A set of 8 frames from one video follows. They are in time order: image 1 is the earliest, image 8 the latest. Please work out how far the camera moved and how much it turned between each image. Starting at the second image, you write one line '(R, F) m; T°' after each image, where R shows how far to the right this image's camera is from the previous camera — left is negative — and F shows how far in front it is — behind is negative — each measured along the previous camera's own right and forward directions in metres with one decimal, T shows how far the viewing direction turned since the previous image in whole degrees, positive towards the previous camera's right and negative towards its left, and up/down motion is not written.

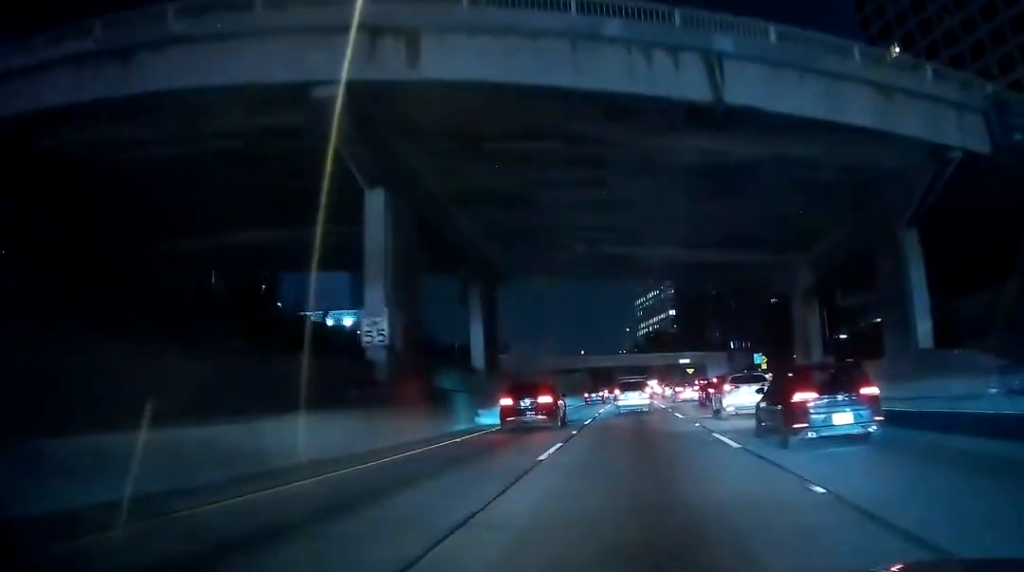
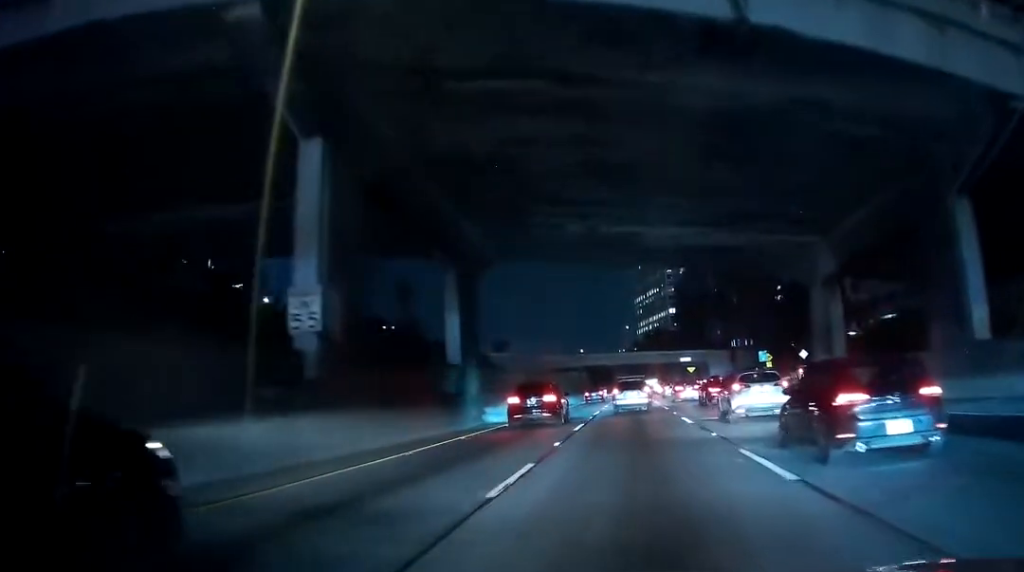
(-0.1, +4.9) m; -2°
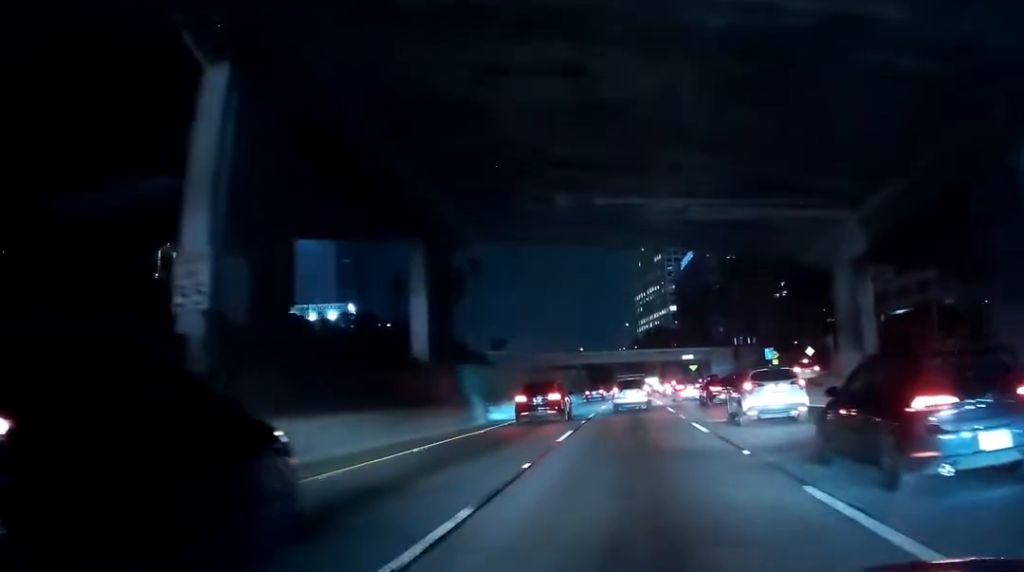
(0.0, +4.8) m; -1°
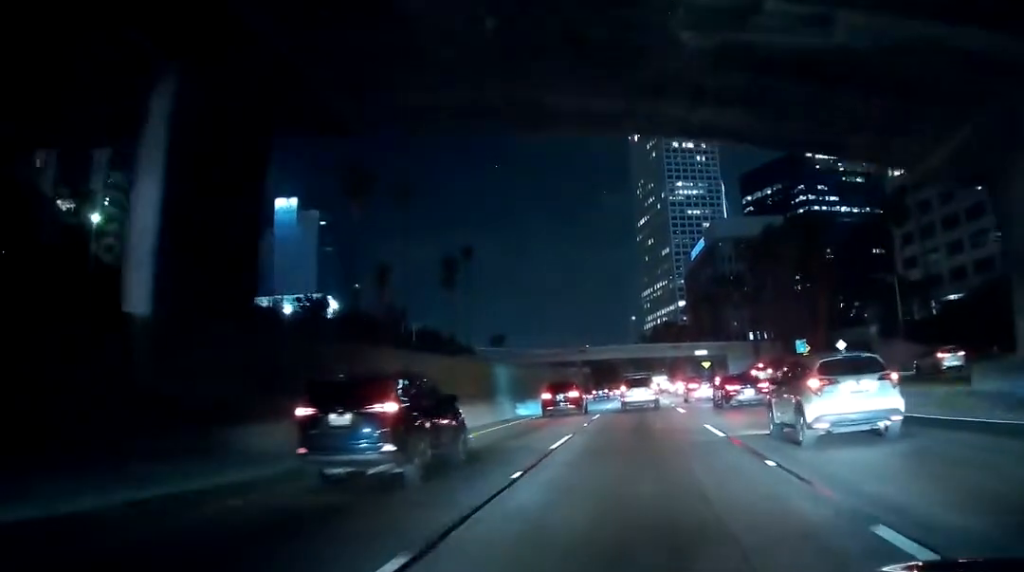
(-0.3, +16.8) m; +2°
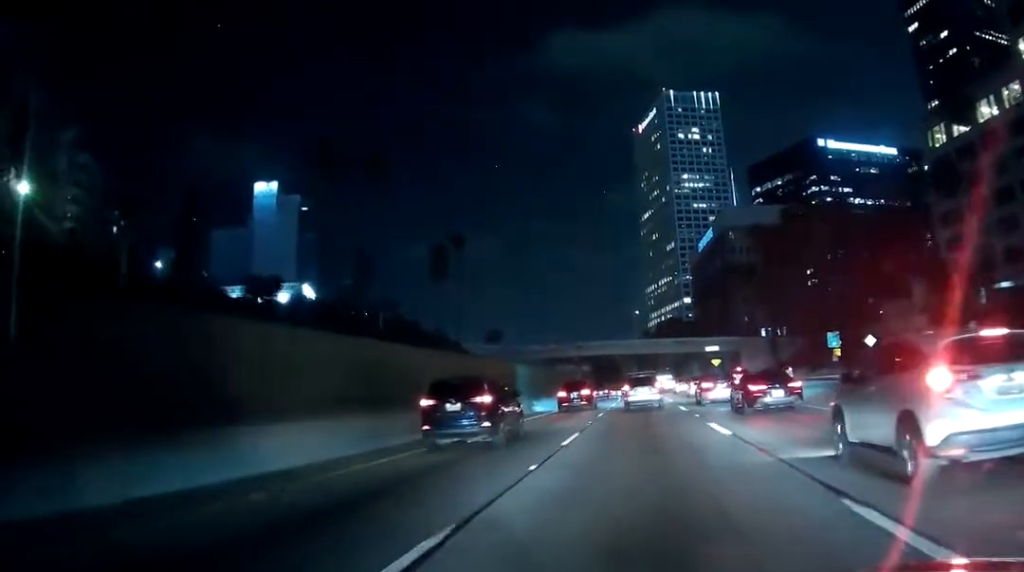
(+0.8, +13.3) m; +2°
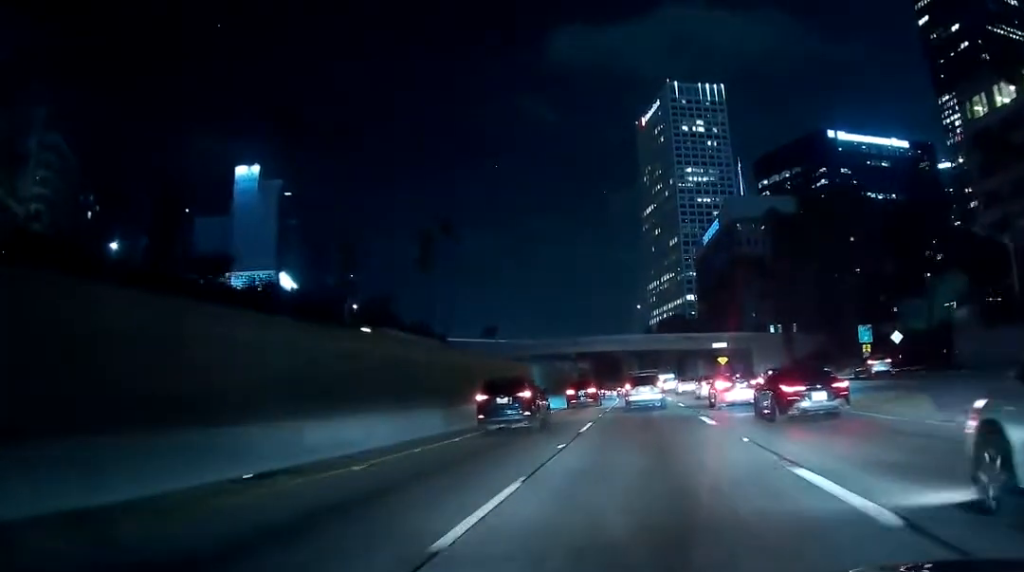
(-0.2, +11.4) m; -6°
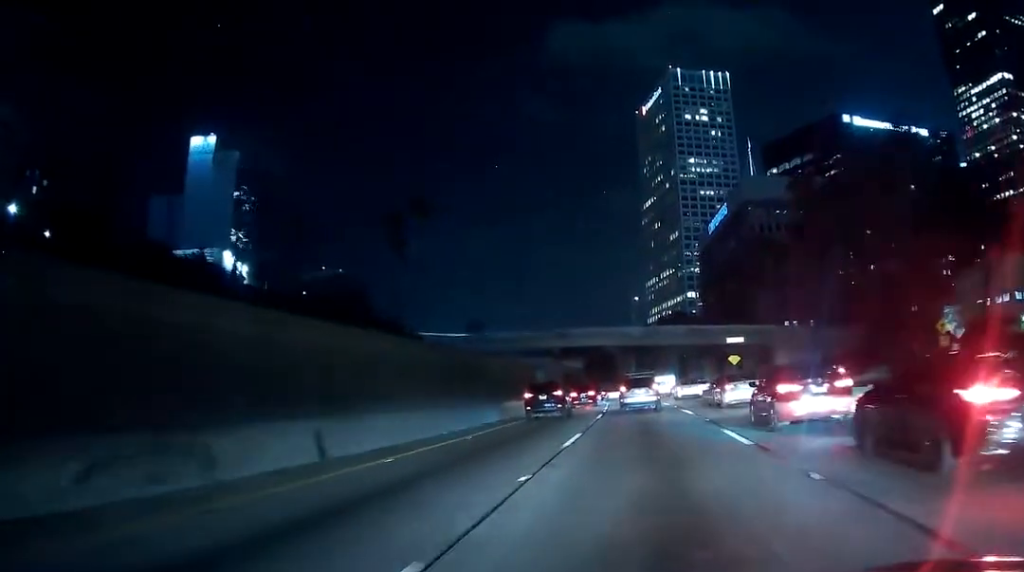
(-1.1, +21.6) m; +1°
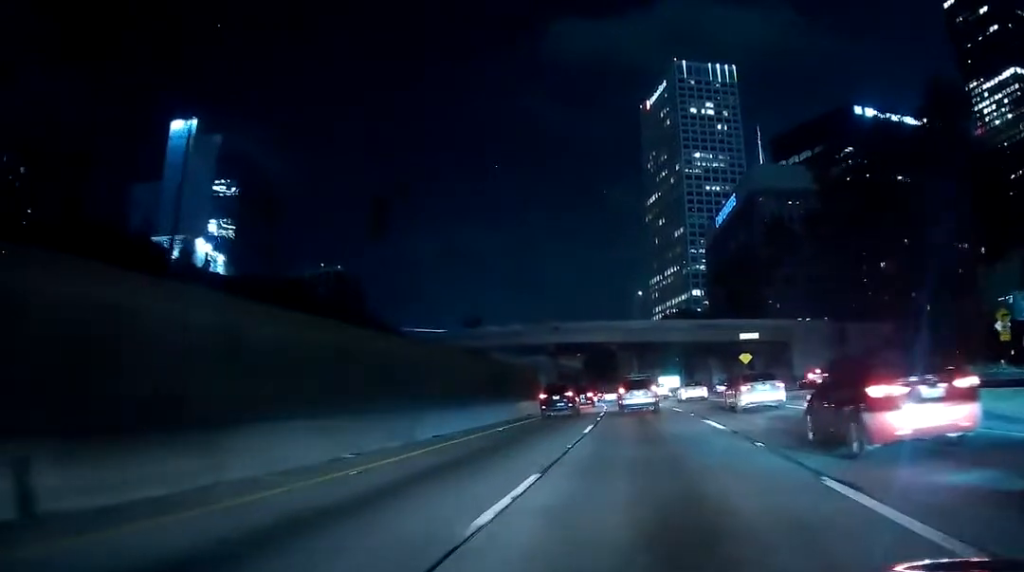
(+0.3, +10.1) m; +1°
